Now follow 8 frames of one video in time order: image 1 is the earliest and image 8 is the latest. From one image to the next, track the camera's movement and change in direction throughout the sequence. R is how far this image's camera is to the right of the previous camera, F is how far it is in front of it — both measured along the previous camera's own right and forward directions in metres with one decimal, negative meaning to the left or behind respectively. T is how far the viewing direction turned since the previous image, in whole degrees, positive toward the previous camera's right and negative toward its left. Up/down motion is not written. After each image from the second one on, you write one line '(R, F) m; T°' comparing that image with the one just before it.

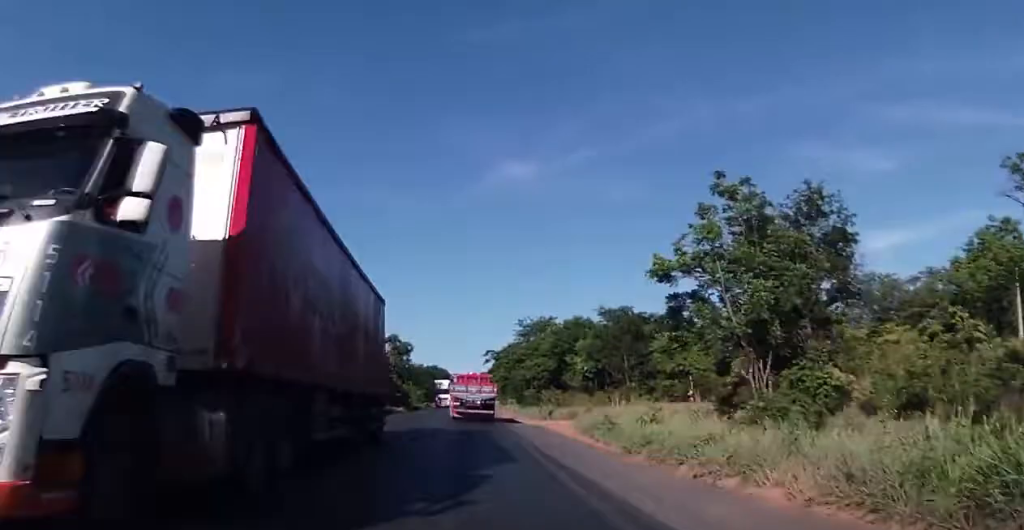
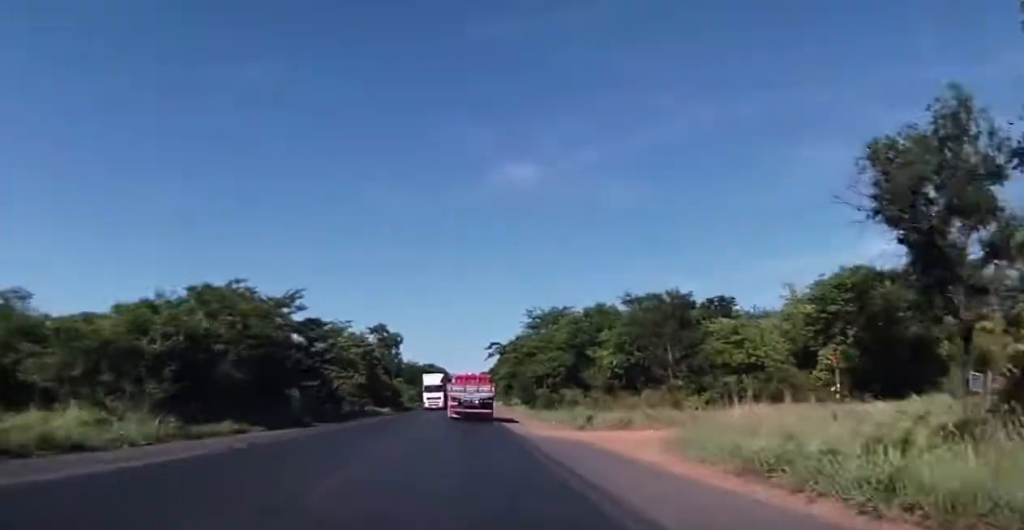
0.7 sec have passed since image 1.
(-0.2, +15.7) m; 0°
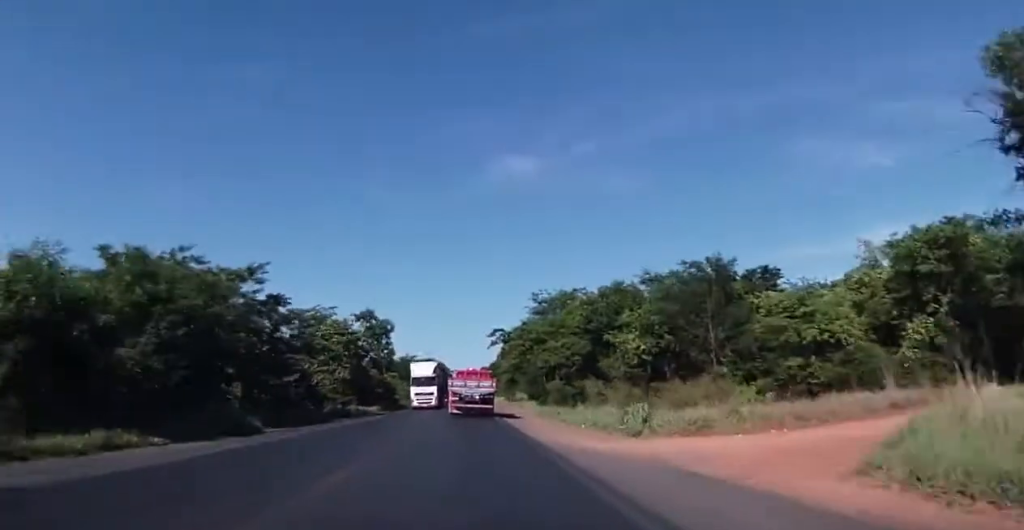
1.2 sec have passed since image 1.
(-0.2, +10.0) m; 0°
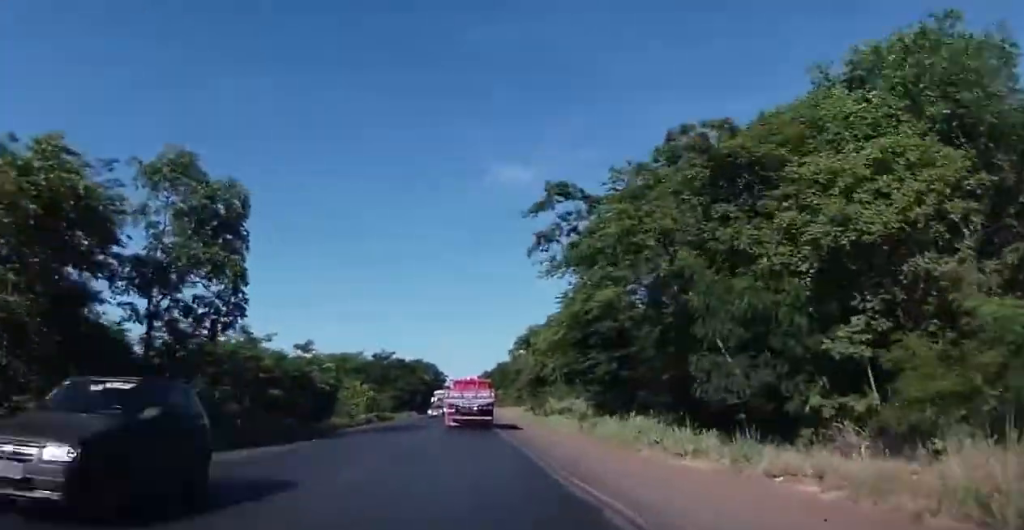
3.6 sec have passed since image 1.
(+0.2, +51.0) m; 0°
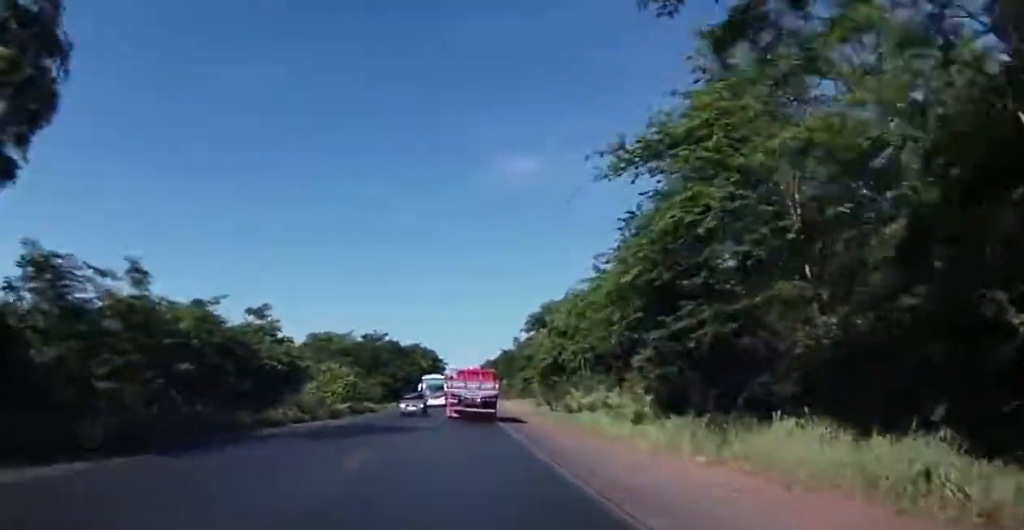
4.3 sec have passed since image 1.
(+0.3, +15.2) m; 0°
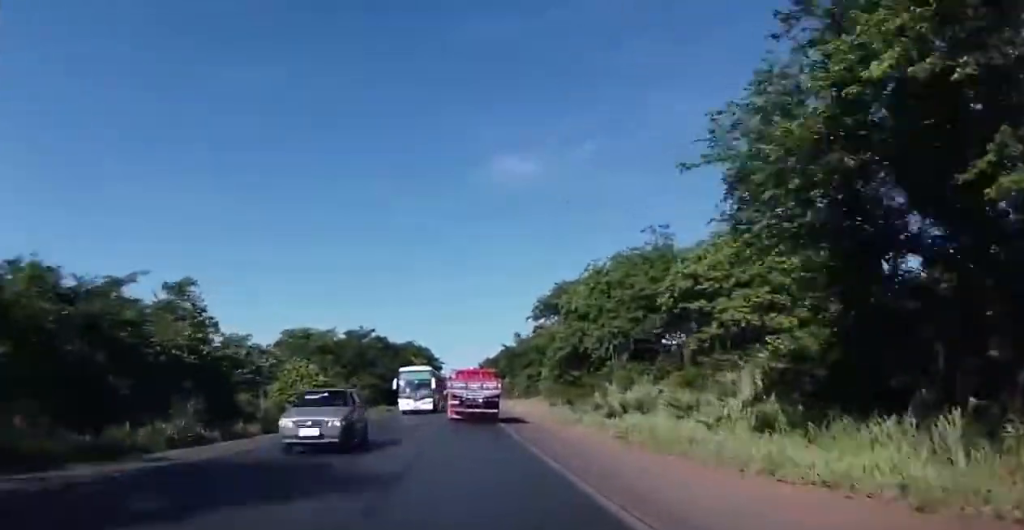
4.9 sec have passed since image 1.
(-0.3, +13.7) m; 0°
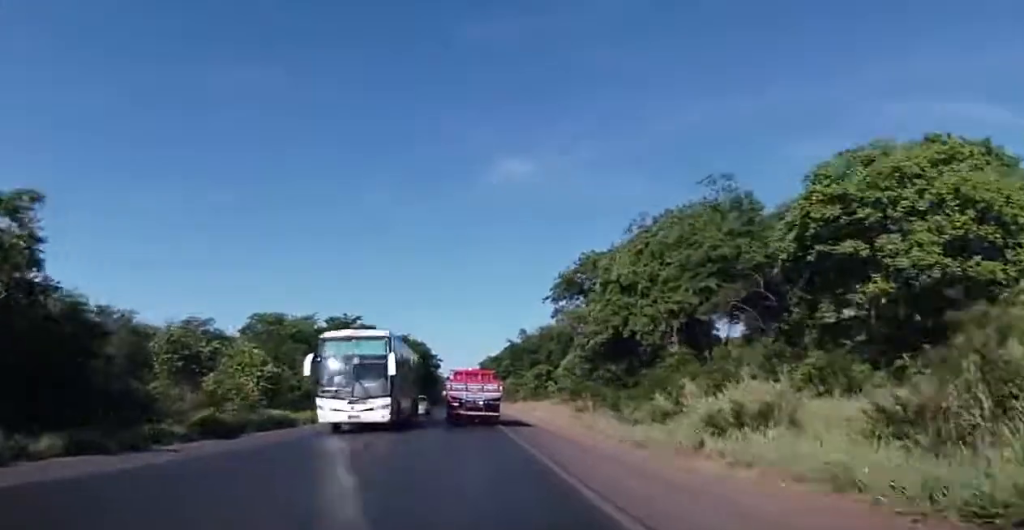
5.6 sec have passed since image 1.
(+0.1, +15.2) m; +1°
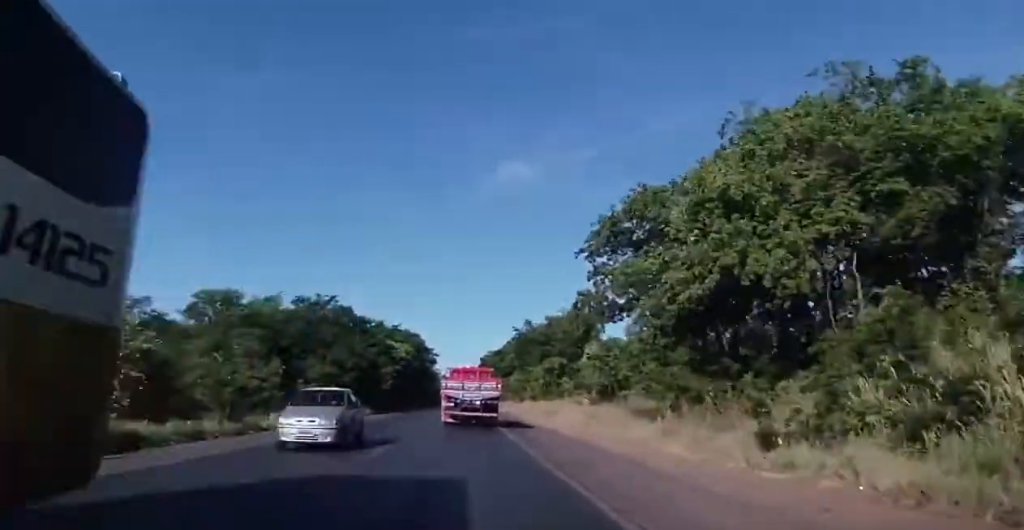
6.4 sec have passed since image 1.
(+0.3, +17.2) m; 0°
